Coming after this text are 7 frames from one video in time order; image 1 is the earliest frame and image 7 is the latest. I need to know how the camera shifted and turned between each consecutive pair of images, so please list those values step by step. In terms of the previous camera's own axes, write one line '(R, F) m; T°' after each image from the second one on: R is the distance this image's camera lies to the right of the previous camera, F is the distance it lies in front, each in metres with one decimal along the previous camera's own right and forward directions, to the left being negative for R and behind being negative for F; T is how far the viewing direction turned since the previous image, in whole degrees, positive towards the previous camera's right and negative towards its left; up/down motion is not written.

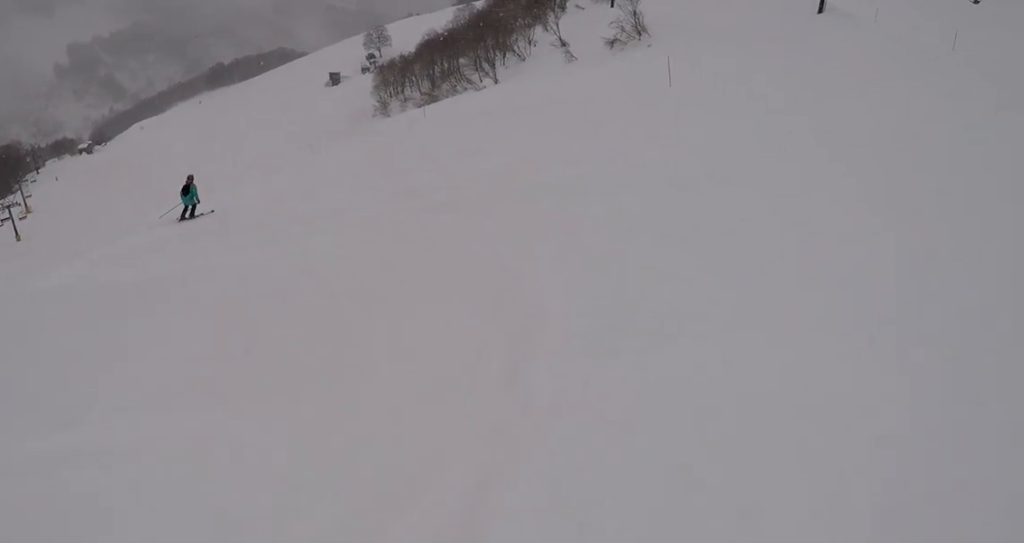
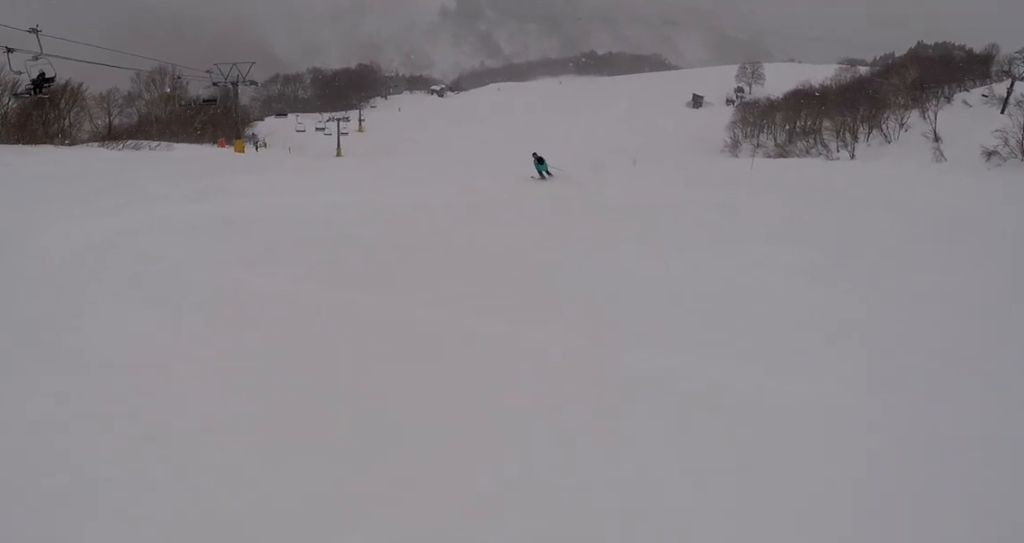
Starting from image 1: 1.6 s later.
(-1.2, +5.4) m; -33°
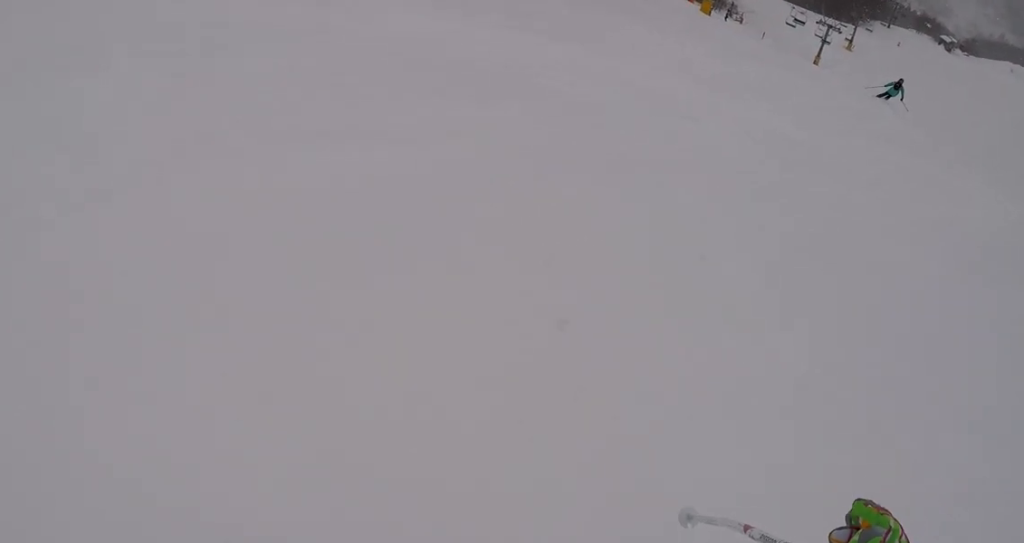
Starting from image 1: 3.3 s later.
(-2.9, +5.3) m; -35°
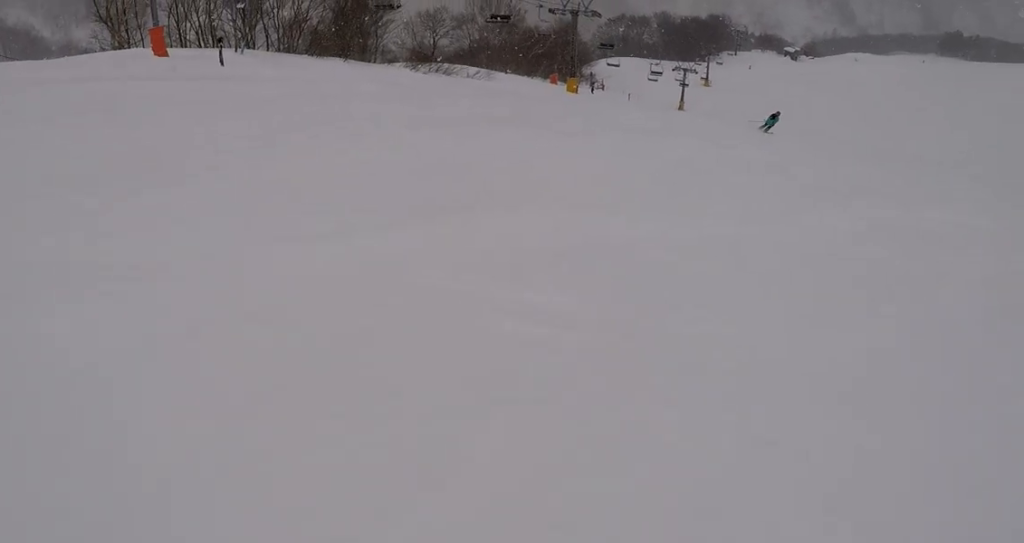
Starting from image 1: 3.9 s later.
(-0.3, +2.5) m; +8°
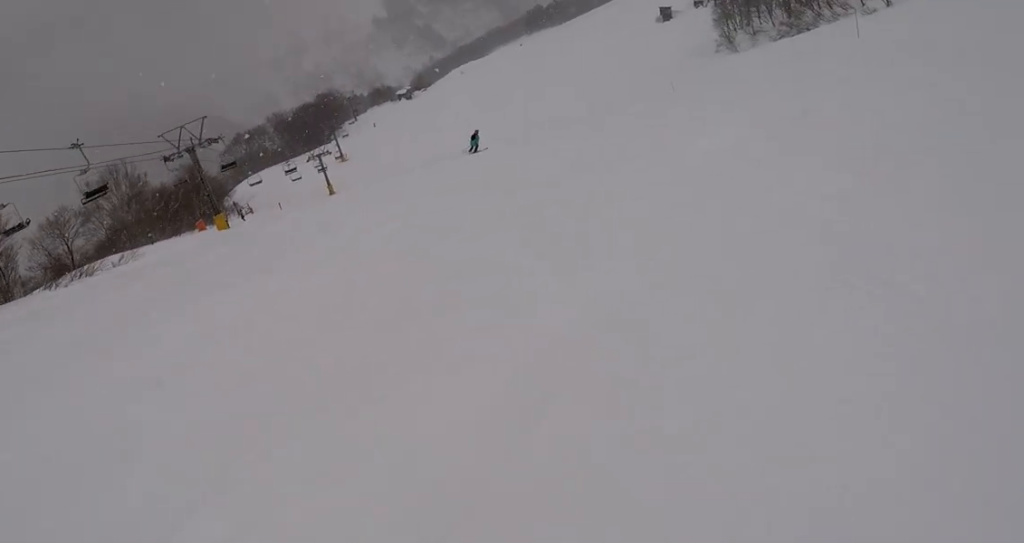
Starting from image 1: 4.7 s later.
(+1.0, +2.9) m; +22°
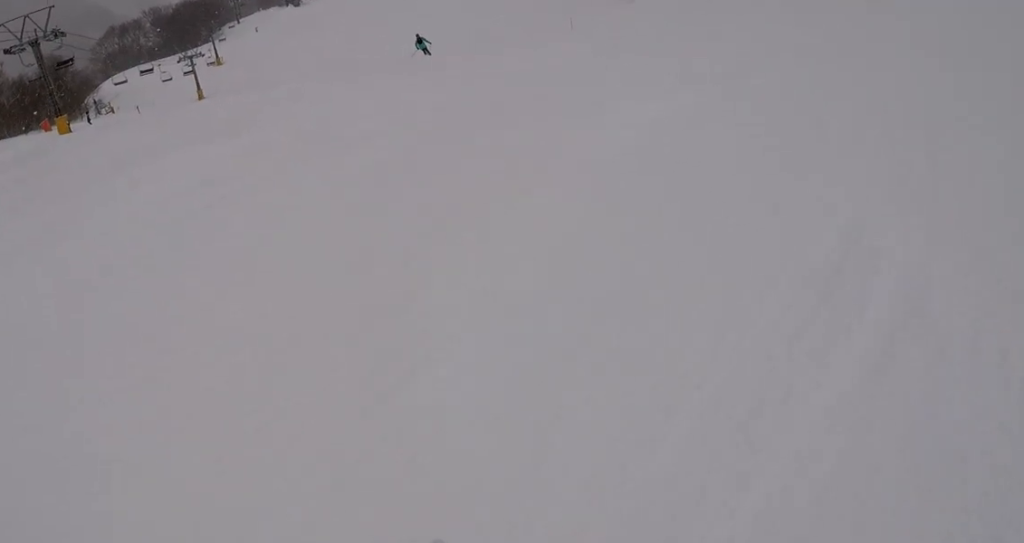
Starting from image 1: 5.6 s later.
(+0.3, +4.2) m; -1°
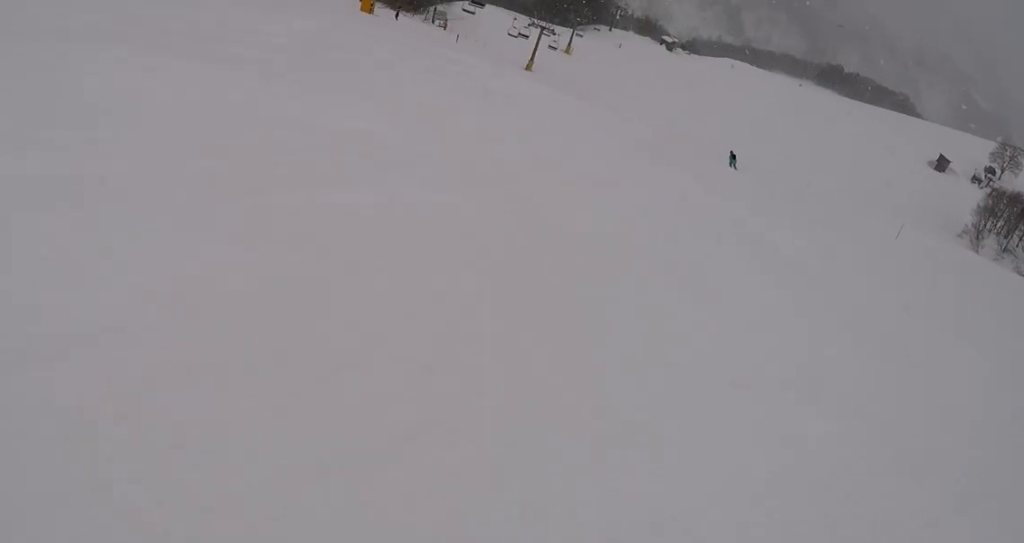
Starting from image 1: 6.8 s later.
(-1.0, +5.5) m; -32°
